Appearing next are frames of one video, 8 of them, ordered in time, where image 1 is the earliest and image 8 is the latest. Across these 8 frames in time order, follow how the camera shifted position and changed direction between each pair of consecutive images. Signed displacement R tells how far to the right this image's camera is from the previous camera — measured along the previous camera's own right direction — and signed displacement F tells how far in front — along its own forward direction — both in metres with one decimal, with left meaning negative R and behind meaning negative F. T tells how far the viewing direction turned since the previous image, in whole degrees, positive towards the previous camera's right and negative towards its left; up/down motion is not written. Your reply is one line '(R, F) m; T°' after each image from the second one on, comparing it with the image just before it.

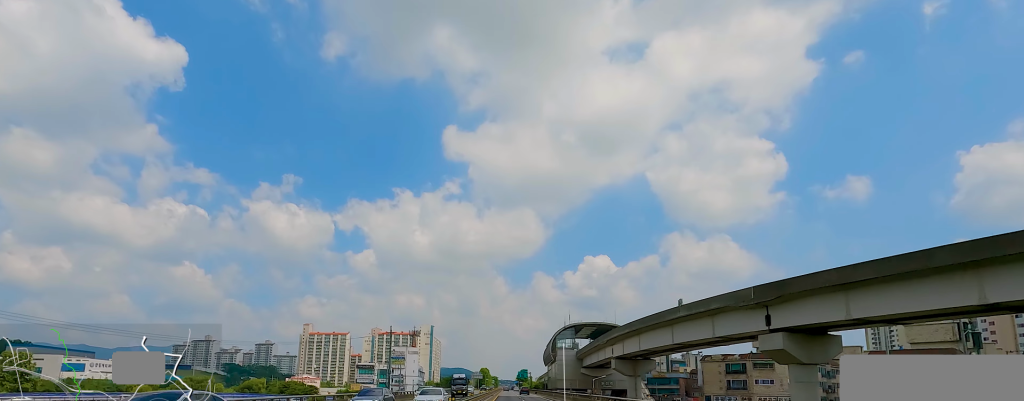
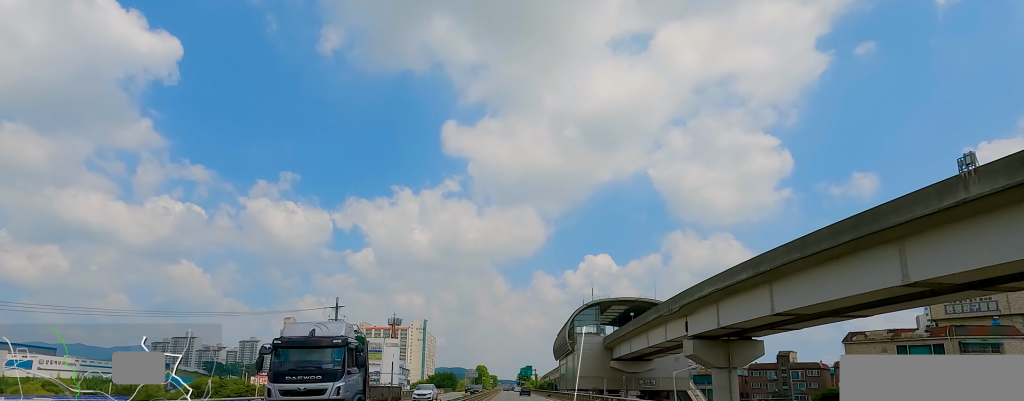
(-2.0, +40.2) m; -3°
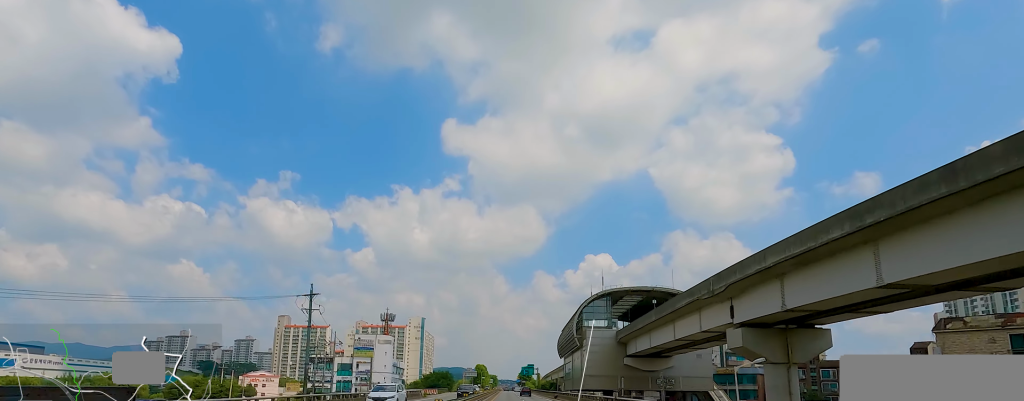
(+0.5, +11.3) m; +1°
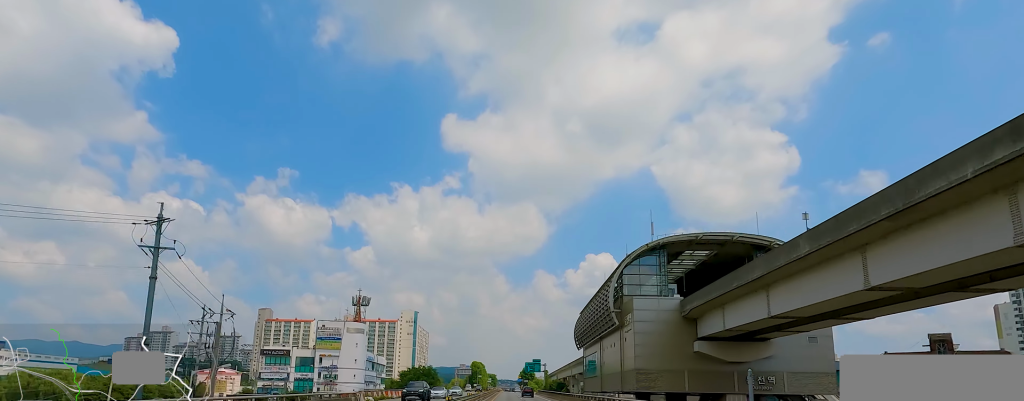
(+1.0, +32.4) m; -1°
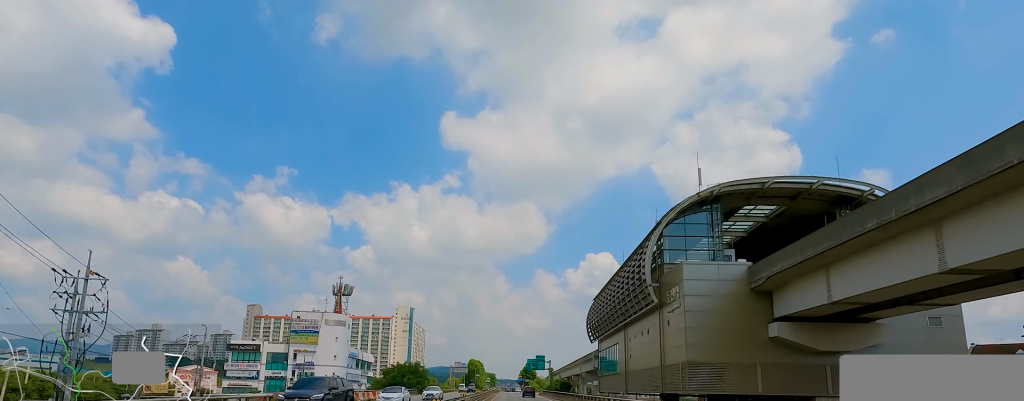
(-0.7, +15.9) m; 0°
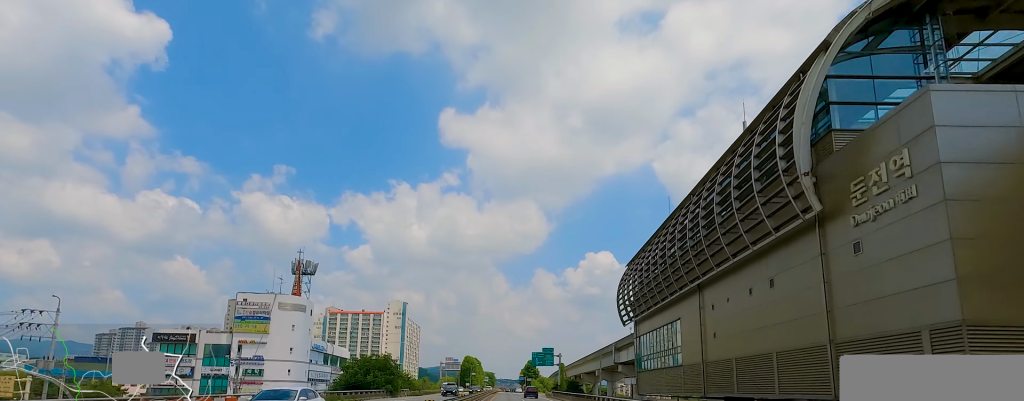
(+0.3, +24.0) m; 0°
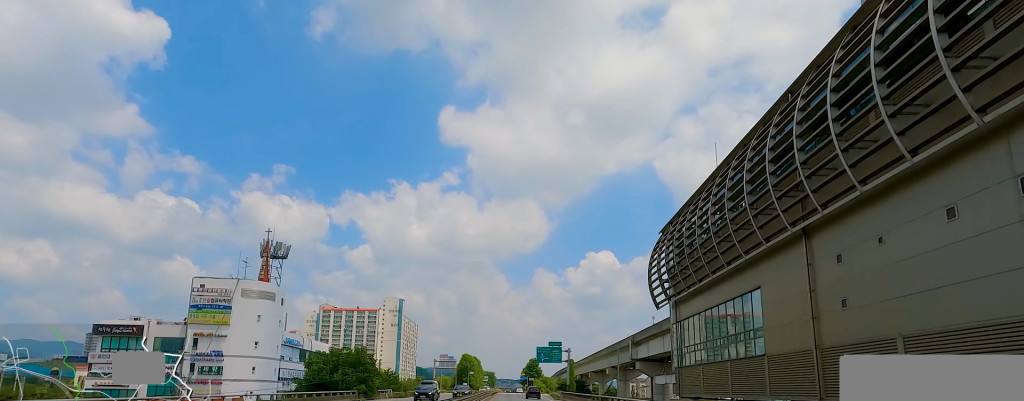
(+0.1, +13.3) m; 0°
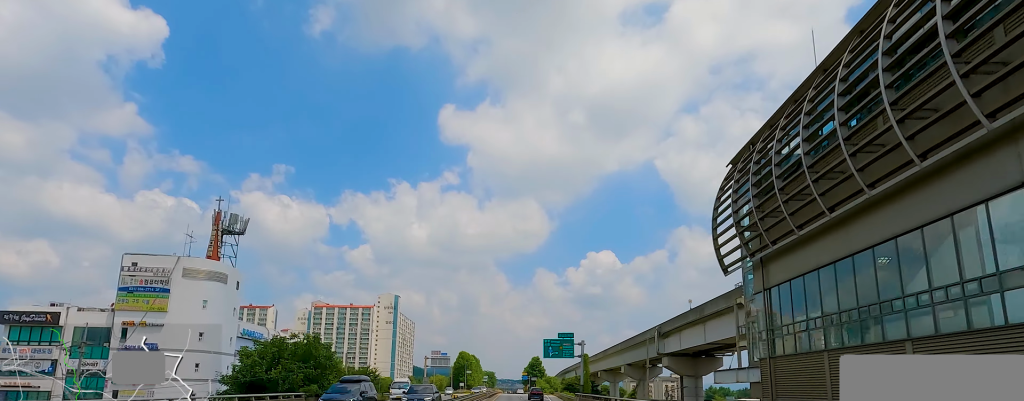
(-0.8, +14.7) m; 0°
